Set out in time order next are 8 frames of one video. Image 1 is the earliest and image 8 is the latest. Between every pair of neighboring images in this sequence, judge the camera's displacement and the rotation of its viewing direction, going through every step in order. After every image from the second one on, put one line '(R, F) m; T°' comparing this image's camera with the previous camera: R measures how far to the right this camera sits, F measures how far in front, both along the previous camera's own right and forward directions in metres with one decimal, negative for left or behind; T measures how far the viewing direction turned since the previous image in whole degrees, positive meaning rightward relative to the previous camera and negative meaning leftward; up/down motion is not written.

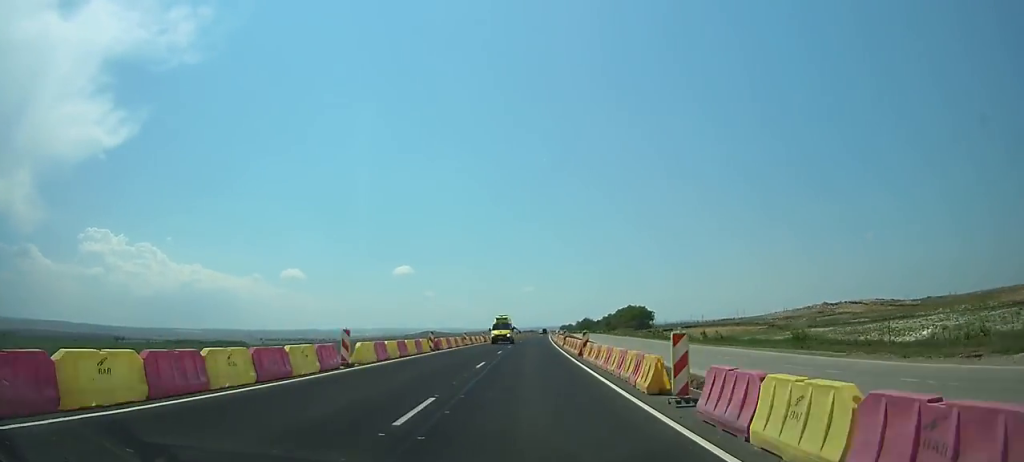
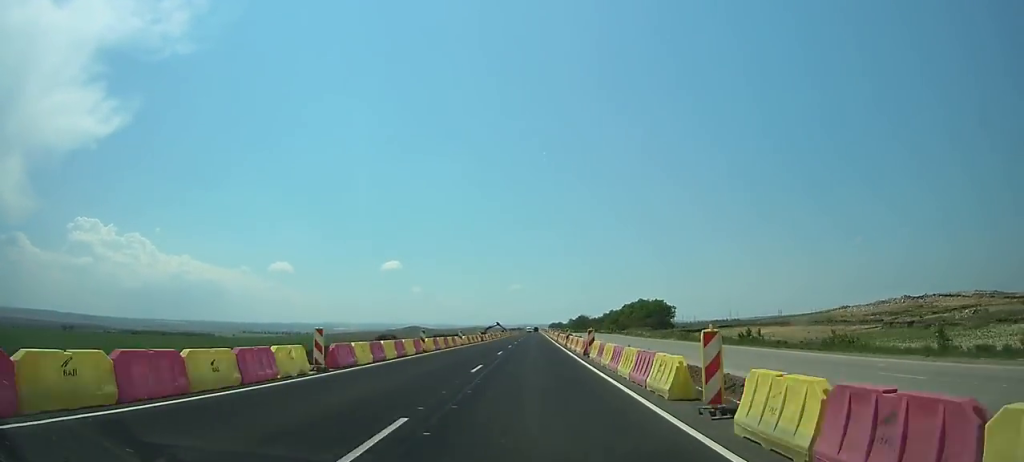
(0.0, +48.0) m; 0°
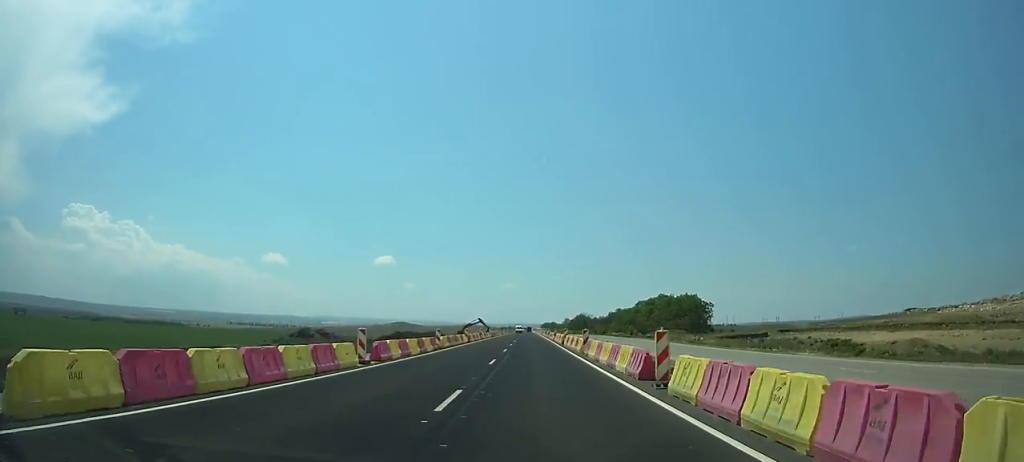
(0.0, +43.5) m; +1°
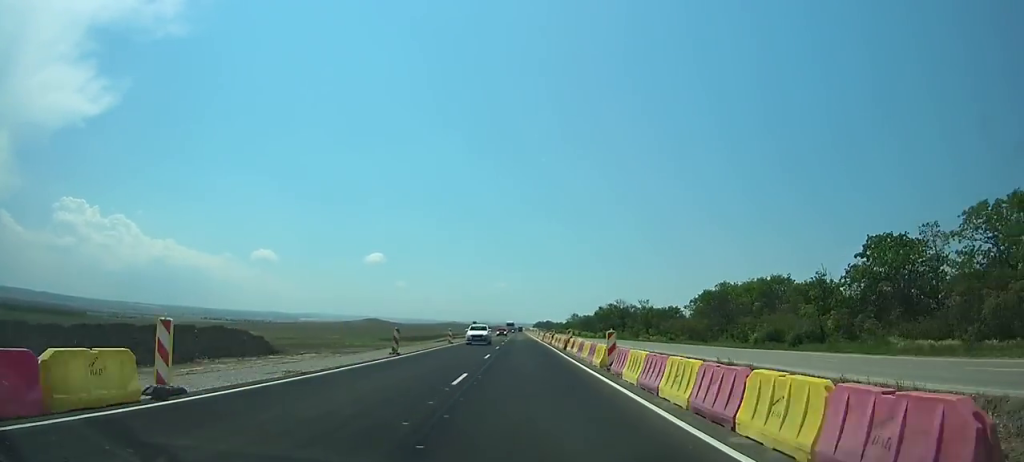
(+14.2, +135.3) m; +10°
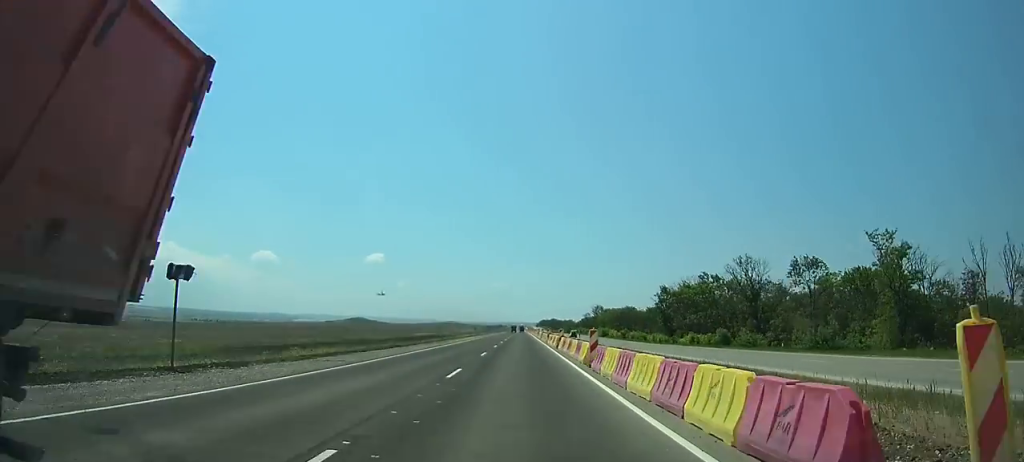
(0.0, +95.4) m; 0°
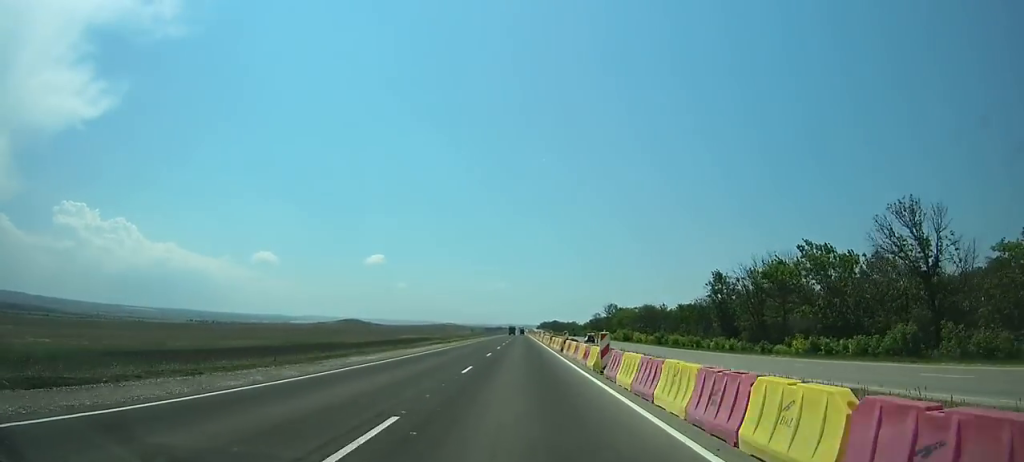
(0.0, +34.8) m; 0°
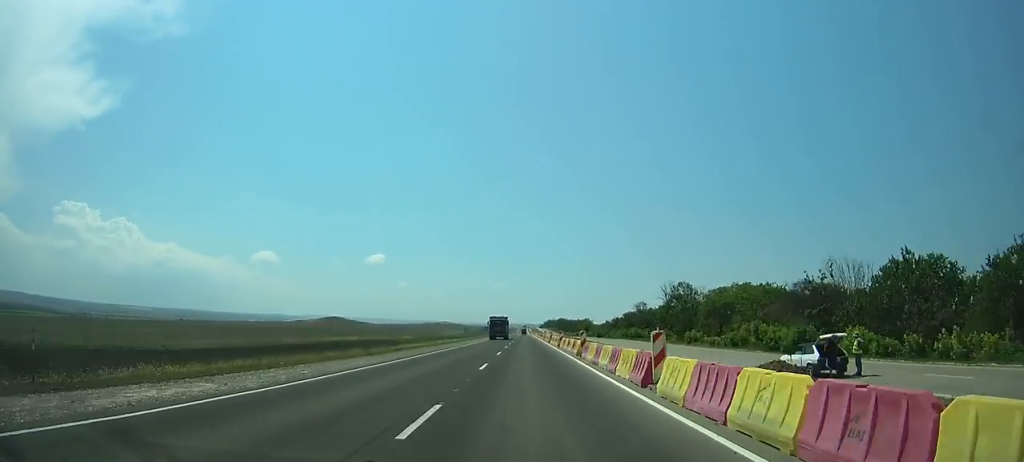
(-0.2, +85.1) m; 0°
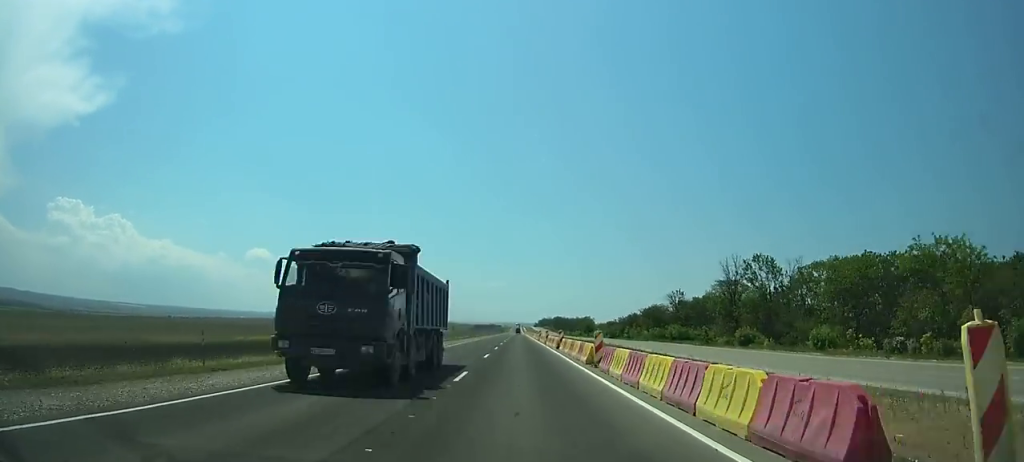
(0.0, +41.6) m; 0°
